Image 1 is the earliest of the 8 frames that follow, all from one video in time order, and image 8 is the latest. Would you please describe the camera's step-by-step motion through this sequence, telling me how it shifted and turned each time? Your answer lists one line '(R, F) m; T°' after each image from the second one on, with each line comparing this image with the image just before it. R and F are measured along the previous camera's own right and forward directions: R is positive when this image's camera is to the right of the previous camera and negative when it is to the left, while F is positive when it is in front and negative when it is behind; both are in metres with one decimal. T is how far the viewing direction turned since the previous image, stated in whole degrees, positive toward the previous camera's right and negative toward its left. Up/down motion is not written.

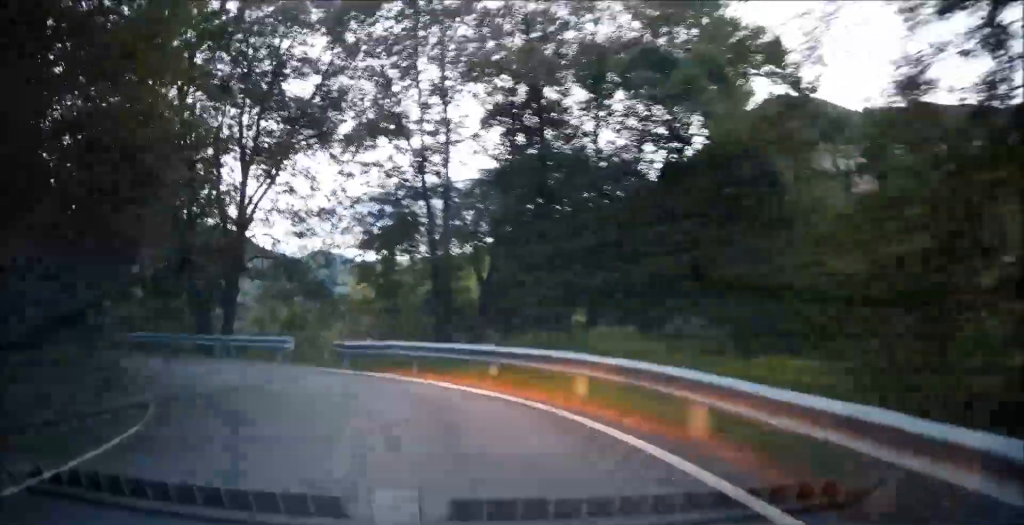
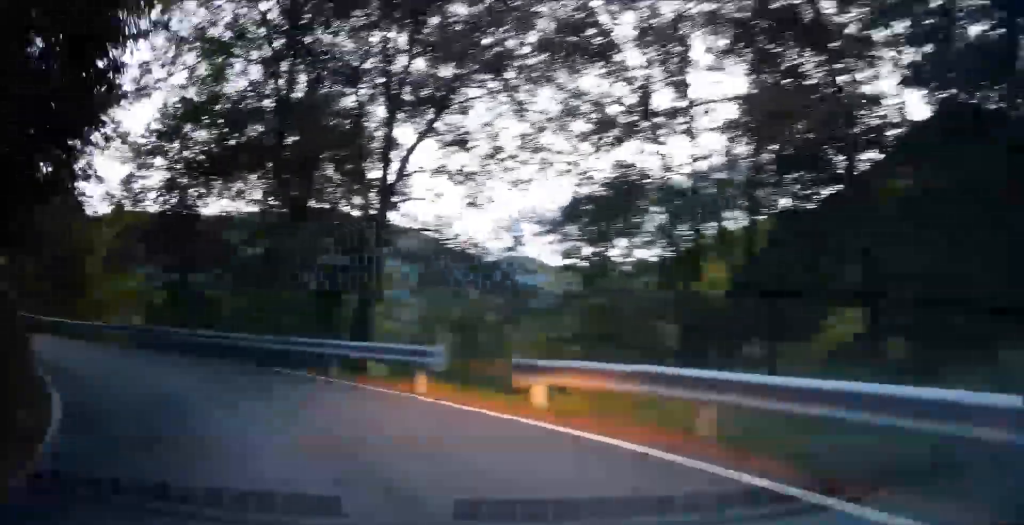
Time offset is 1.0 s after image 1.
(-0.8, +9.0) m; -6°
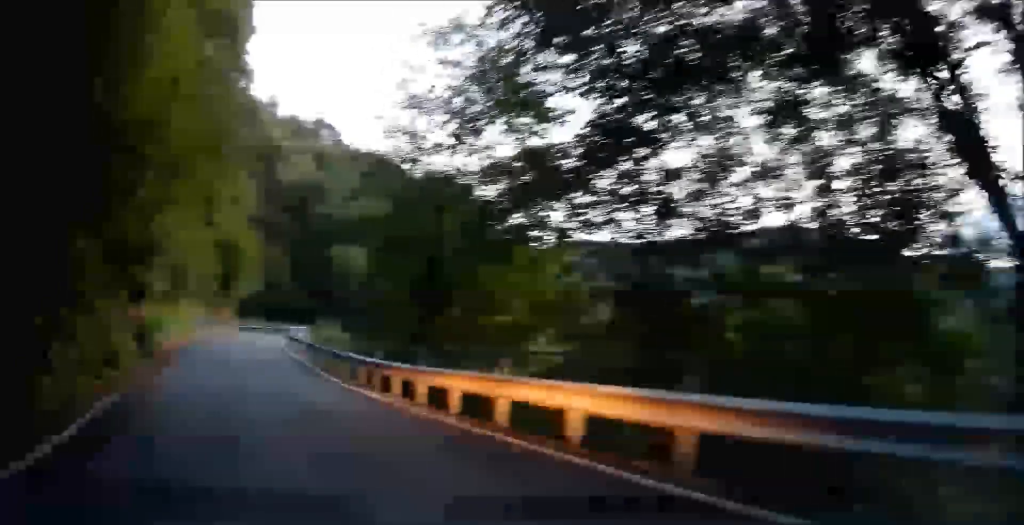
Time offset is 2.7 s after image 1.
(-5.1, +10.0) m; -57°
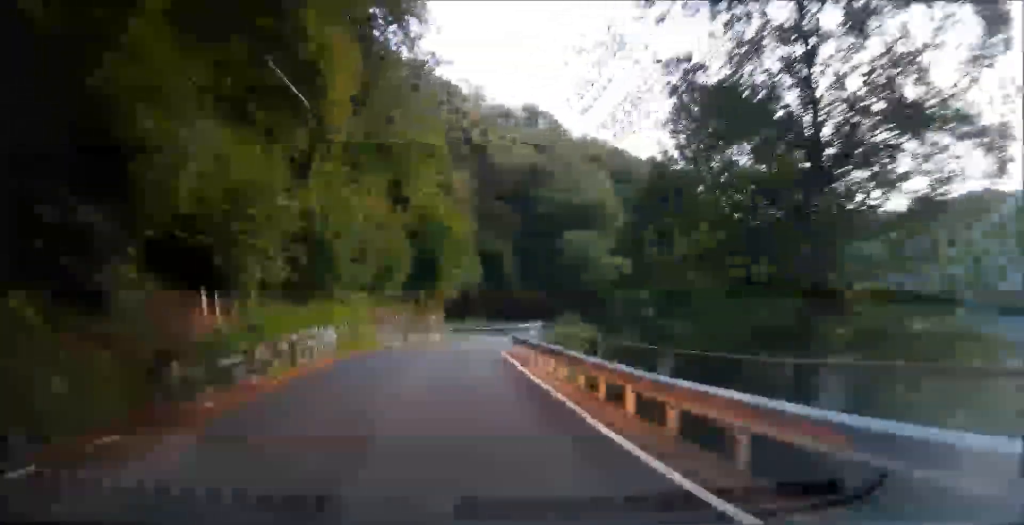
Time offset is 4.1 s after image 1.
(-2.2, +11.7) m; -12°
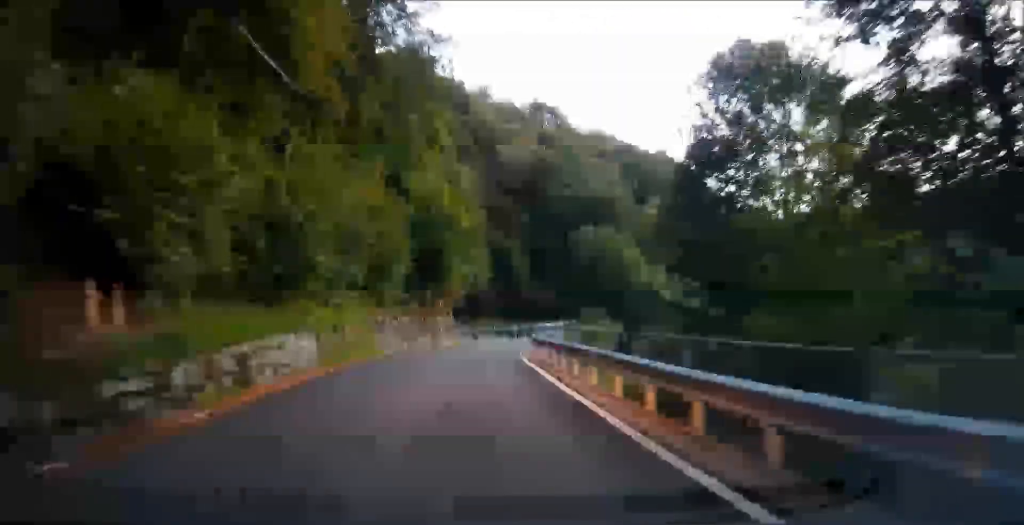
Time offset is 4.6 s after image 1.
(-0.1, +4.2) m; -2°
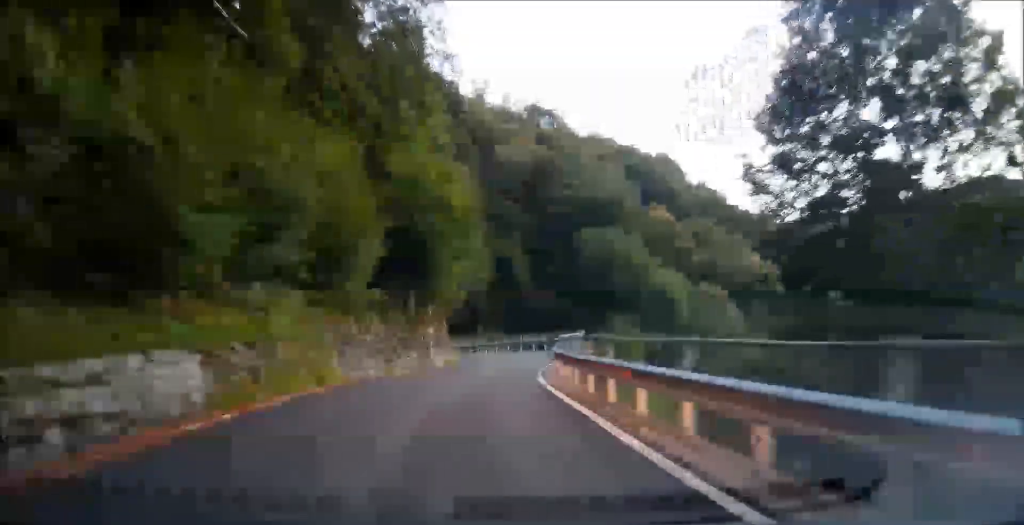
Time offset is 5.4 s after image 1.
(-0.2, +7.1) m; -2°
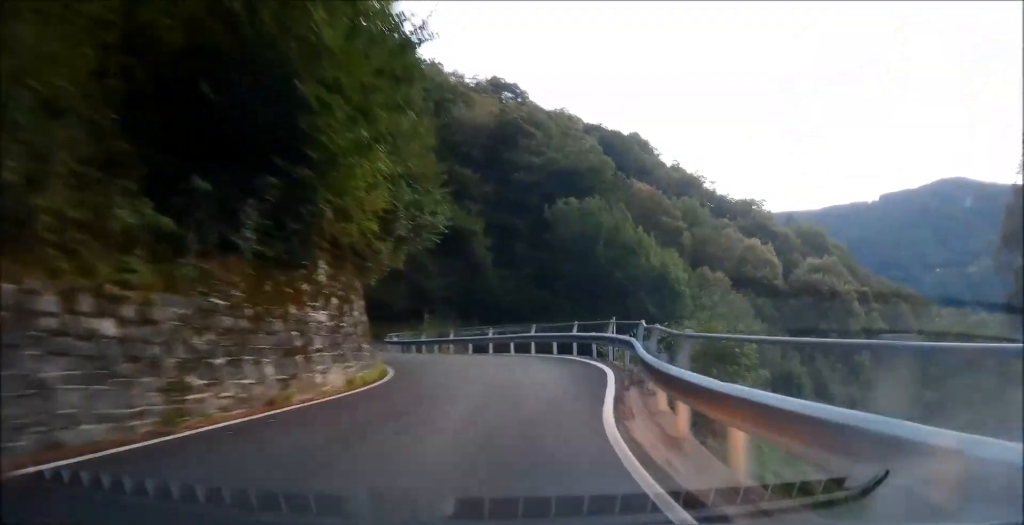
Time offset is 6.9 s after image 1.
(+0.1, +15.1) m; +2°
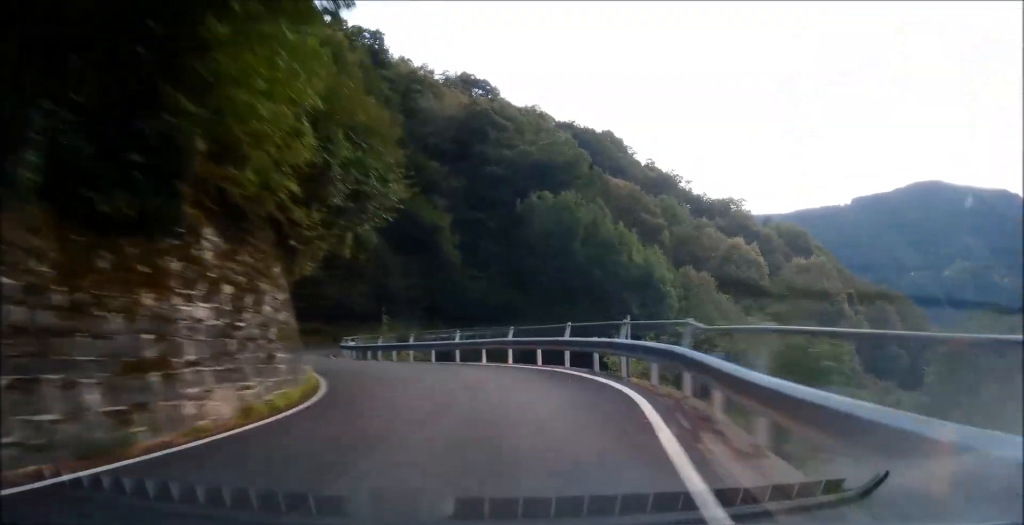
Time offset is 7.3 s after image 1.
(0.0, +4.8) m; -1°
